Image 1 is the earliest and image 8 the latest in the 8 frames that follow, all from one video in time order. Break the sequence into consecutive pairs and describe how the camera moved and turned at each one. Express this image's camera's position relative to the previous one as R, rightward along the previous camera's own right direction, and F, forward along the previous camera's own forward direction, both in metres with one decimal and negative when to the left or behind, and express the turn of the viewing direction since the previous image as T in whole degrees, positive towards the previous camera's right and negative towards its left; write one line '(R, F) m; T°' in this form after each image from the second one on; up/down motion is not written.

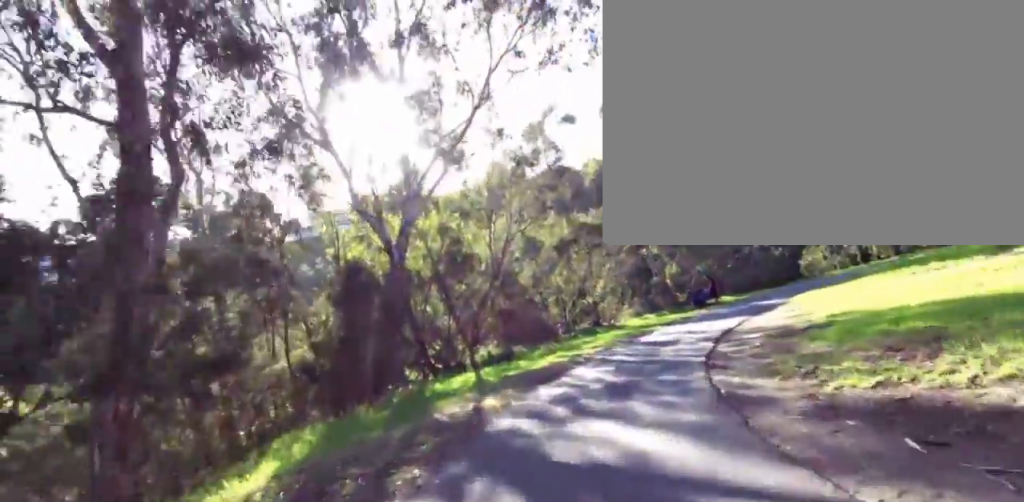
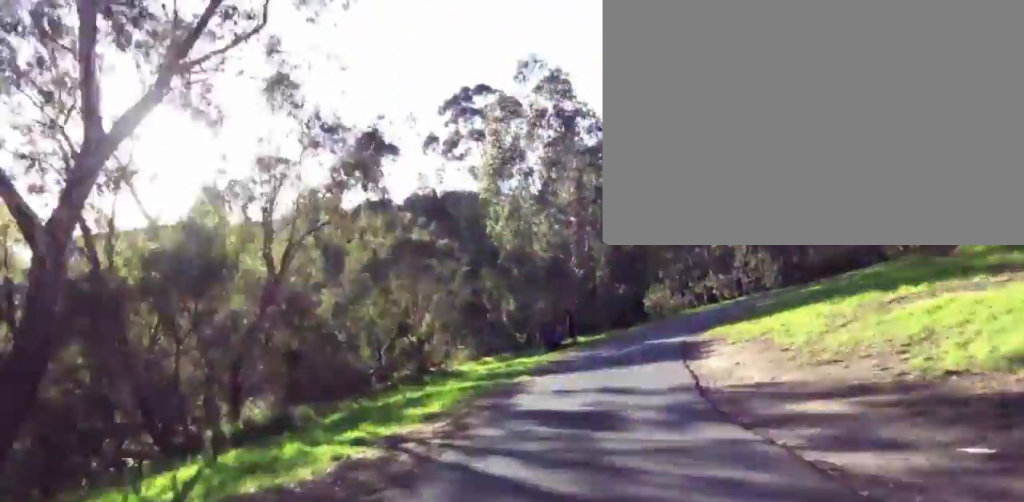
(0.0, +7.7) m; +18°
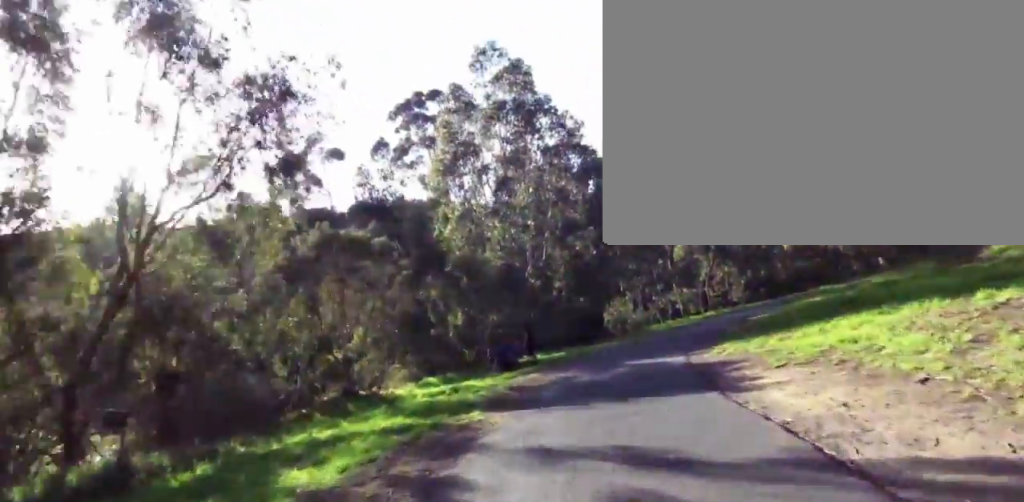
(+1.1, +3.5) m; +11°
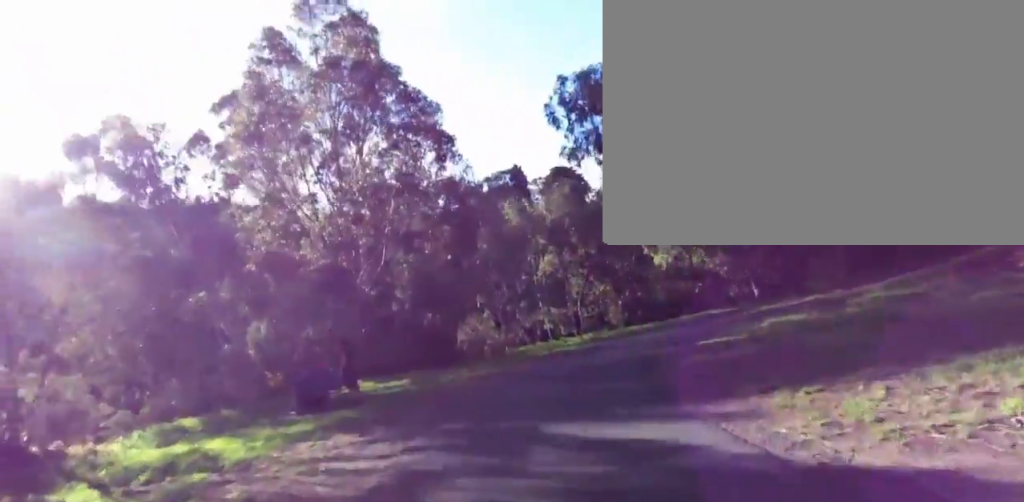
(+1.6, +7.8) m; +16°
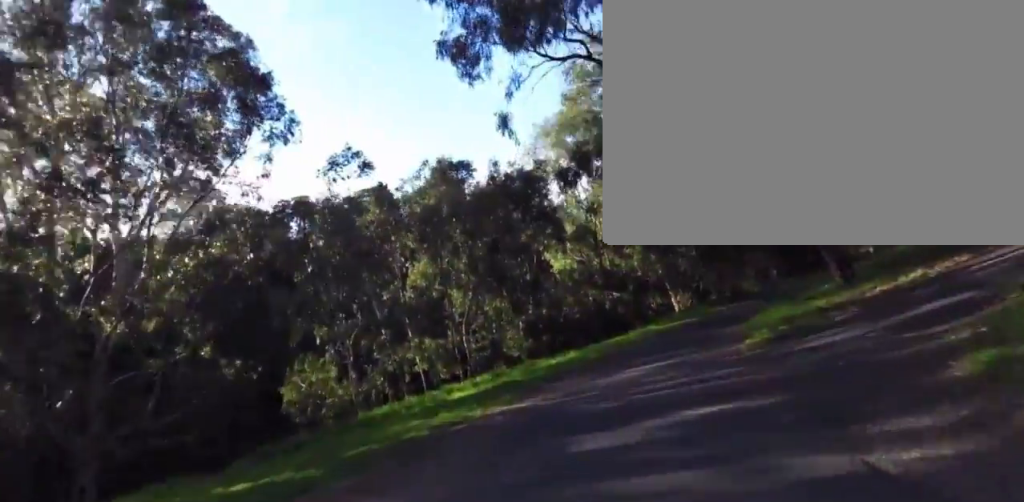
(+0.9, +9.4) m; +12°
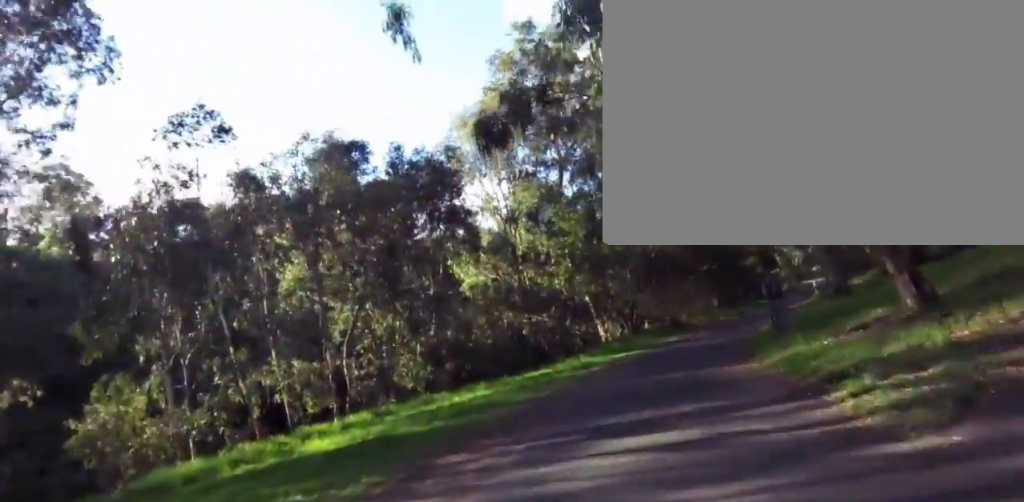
(+0.2, +4.8) m; +7°
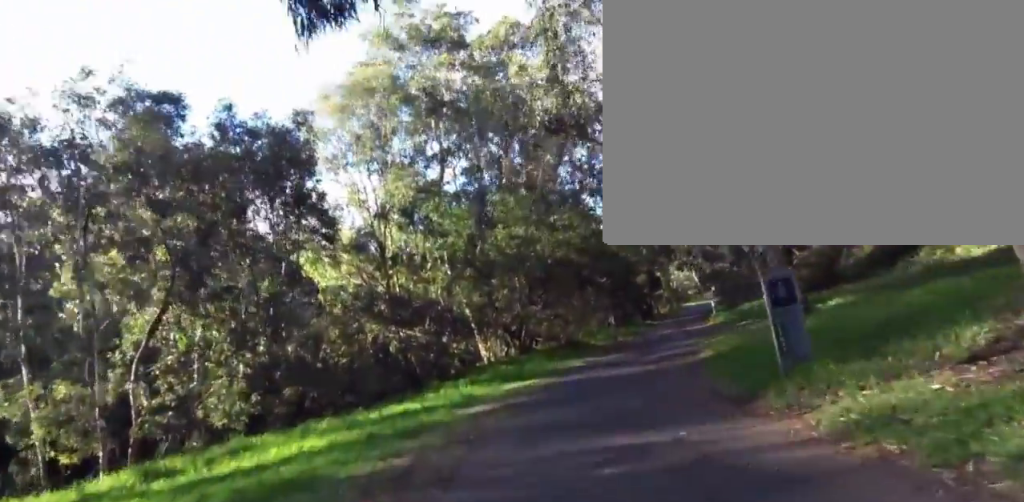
(-0.2, +4.0) m; +7°
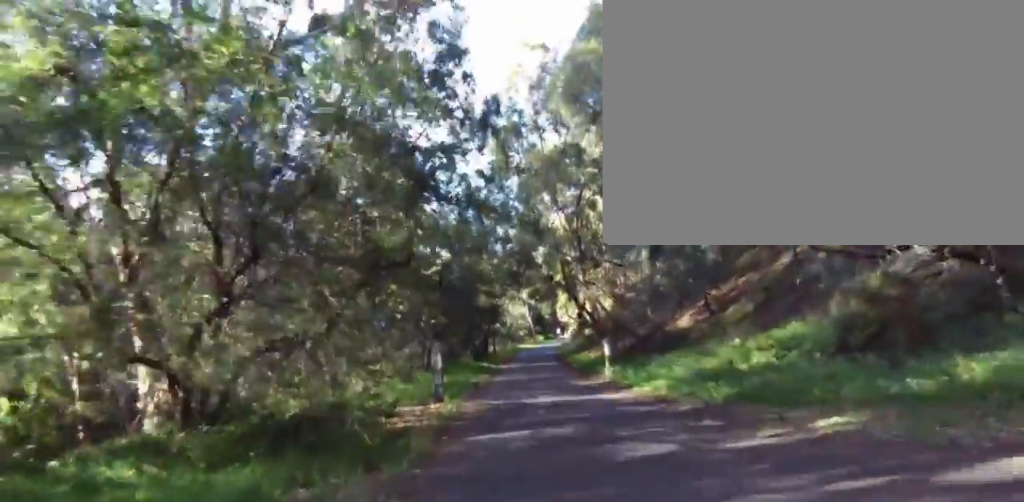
(+2.7, +14.5) m; +16°
